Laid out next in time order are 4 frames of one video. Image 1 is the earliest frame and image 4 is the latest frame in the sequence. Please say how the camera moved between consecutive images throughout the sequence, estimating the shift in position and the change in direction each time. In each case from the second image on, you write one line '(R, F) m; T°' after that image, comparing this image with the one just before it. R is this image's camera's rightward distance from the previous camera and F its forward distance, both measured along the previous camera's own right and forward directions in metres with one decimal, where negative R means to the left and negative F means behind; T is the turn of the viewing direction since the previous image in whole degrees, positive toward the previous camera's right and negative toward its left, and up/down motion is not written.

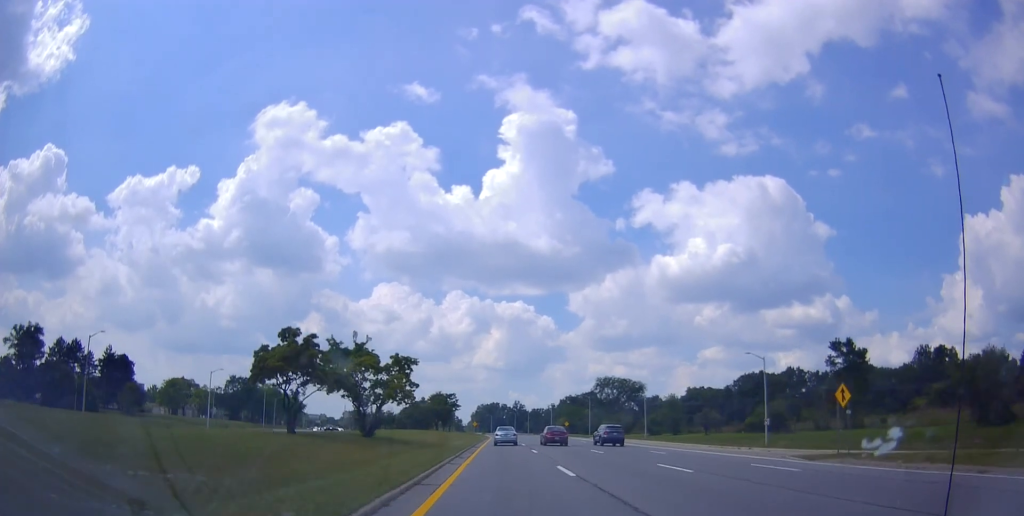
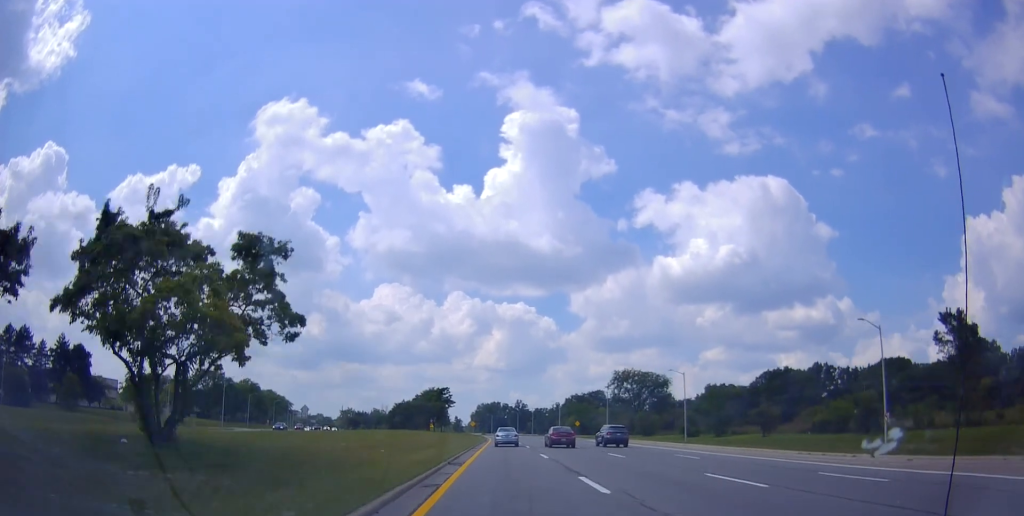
(-0.2, +20.8) m; 0°
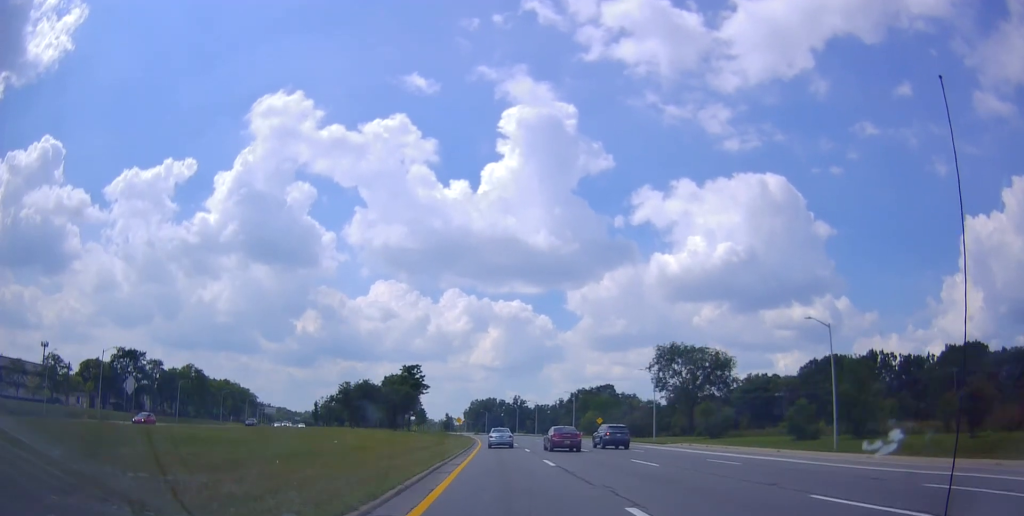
(0.0, +37.6) m; +1°
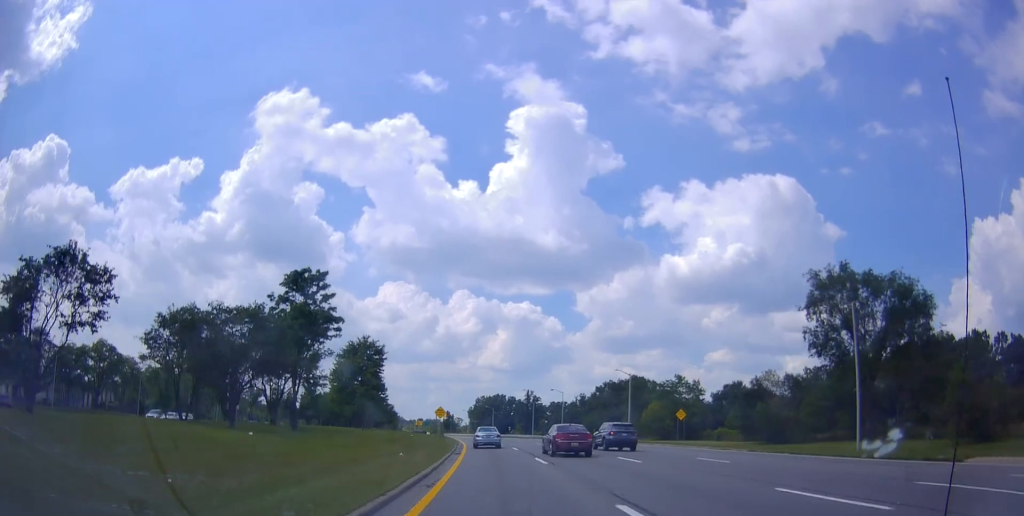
(+0.6, +45.8) m; 0°
